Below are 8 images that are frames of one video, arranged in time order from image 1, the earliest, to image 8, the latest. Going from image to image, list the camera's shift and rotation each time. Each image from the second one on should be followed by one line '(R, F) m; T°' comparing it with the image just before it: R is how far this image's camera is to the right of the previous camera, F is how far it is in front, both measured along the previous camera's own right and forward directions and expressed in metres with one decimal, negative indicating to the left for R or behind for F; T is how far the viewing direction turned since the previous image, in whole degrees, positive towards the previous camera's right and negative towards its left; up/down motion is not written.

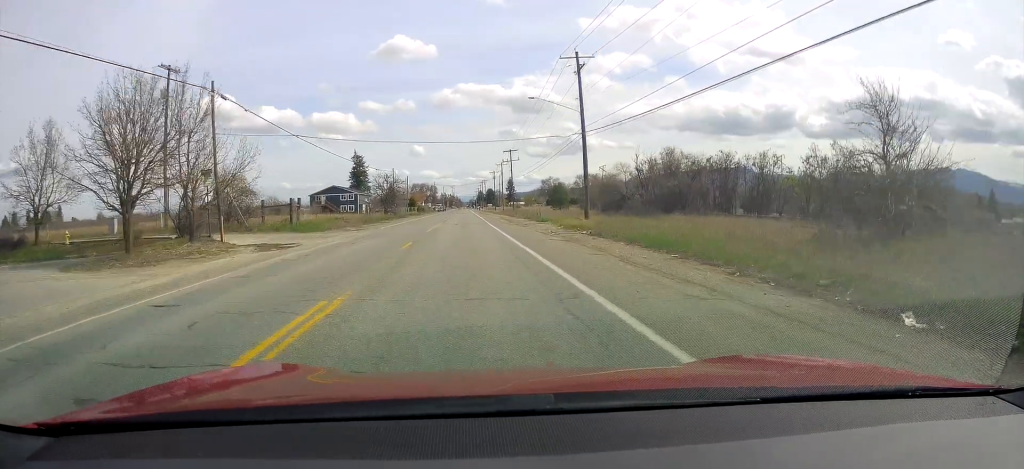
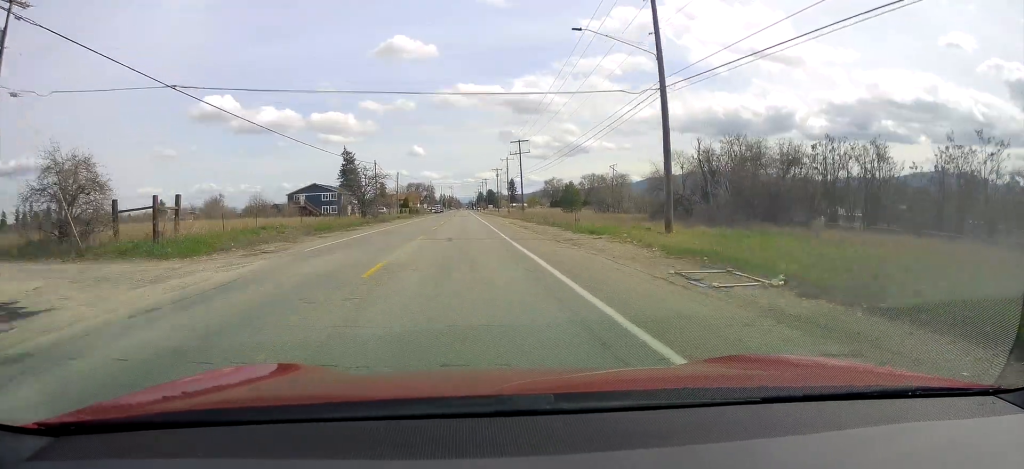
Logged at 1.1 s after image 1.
(-0.1, +18.4) m; +2°
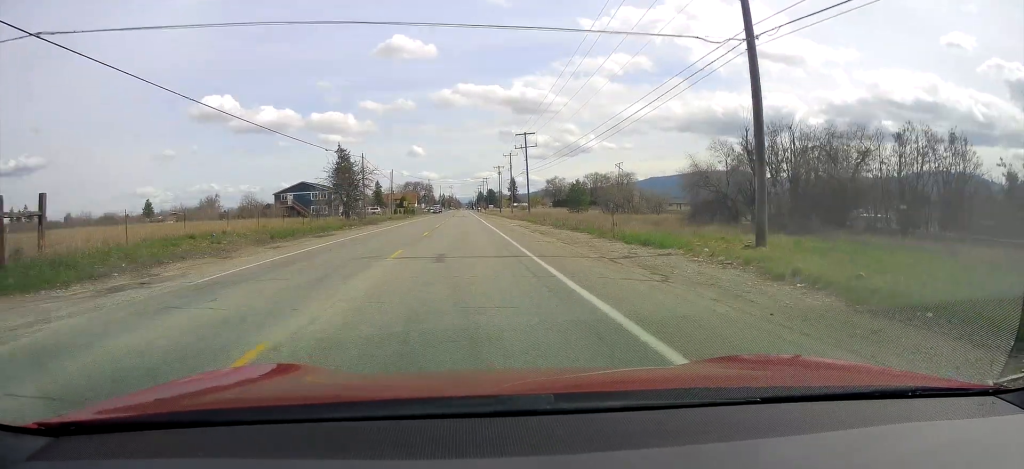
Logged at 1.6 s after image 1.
(+0.1, +9.3) m; +2°
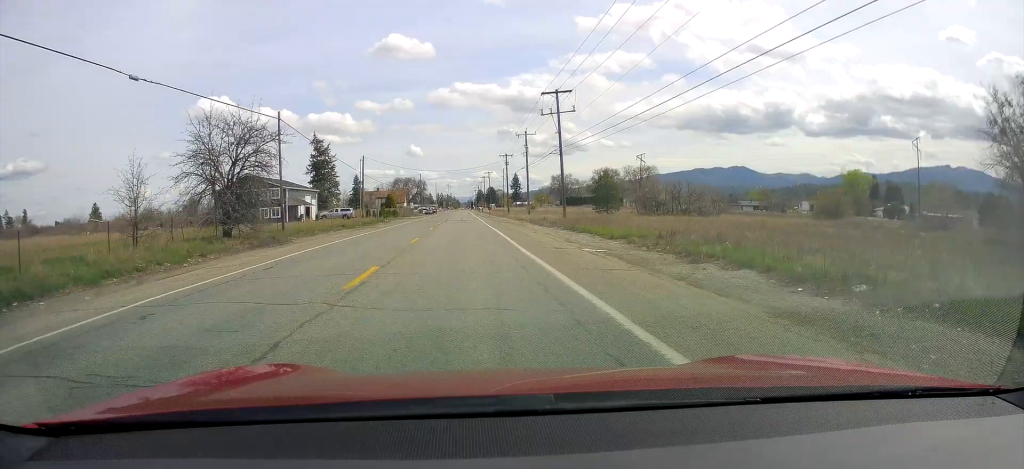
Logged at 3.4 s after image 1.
(+0.2, +30.1) m; -1°
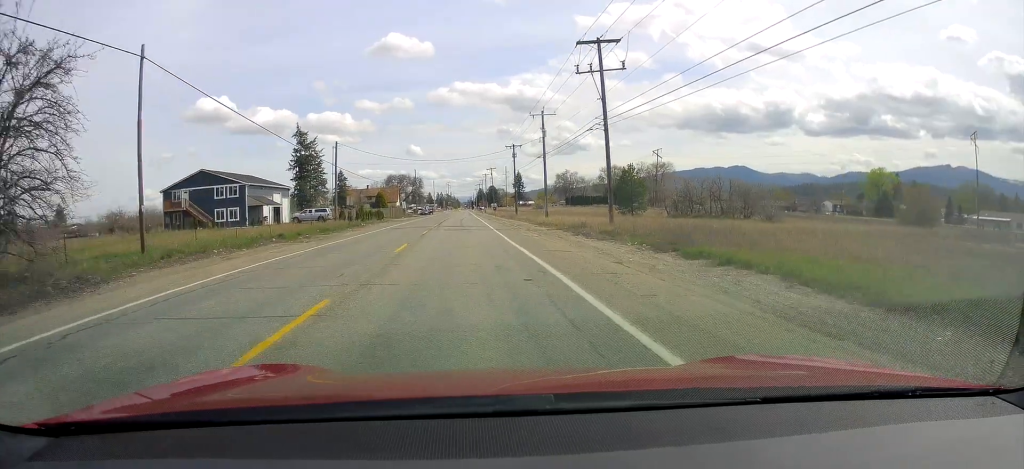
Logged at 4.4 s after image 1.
(-0.2, +17.4) m; -1°
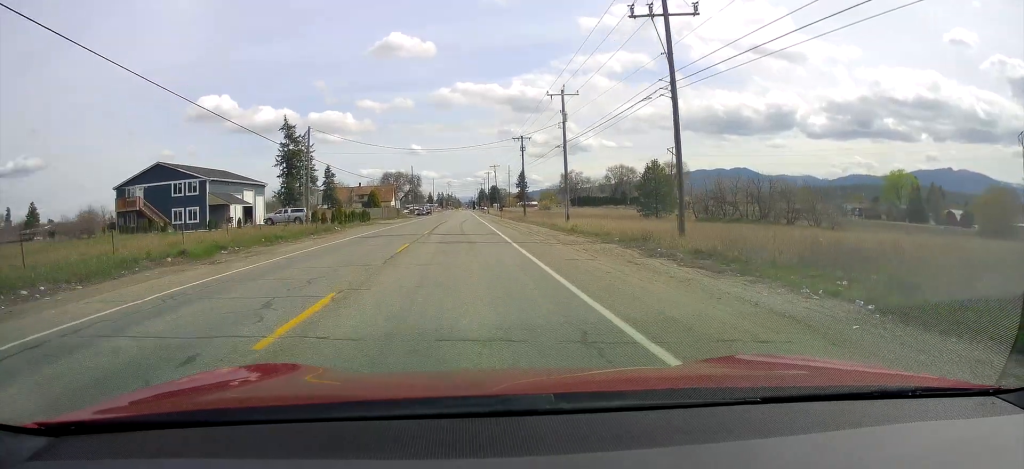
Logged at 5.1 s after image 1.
(0.0, +12.3) m; 0°
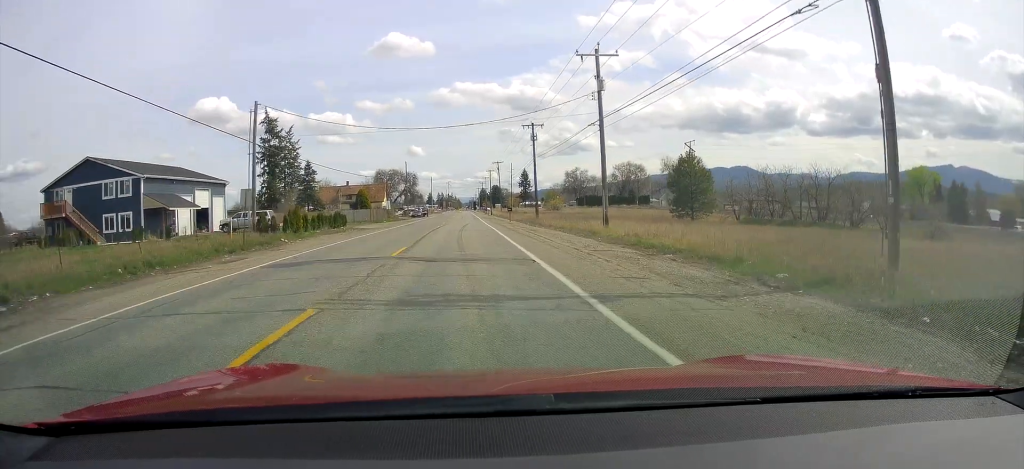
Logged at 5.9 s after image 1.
(0.0, +13.7) m; 0°
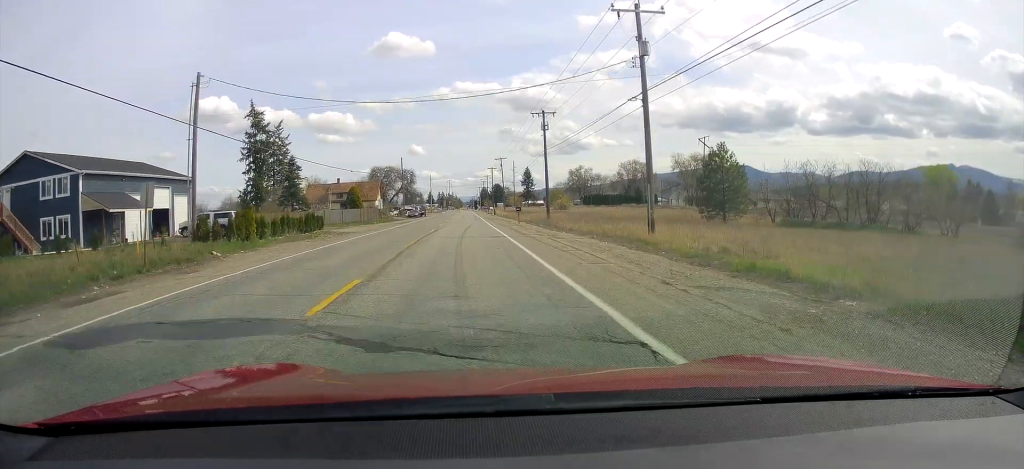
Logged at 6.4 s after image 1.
(0.0, +9.3) m; 0°
